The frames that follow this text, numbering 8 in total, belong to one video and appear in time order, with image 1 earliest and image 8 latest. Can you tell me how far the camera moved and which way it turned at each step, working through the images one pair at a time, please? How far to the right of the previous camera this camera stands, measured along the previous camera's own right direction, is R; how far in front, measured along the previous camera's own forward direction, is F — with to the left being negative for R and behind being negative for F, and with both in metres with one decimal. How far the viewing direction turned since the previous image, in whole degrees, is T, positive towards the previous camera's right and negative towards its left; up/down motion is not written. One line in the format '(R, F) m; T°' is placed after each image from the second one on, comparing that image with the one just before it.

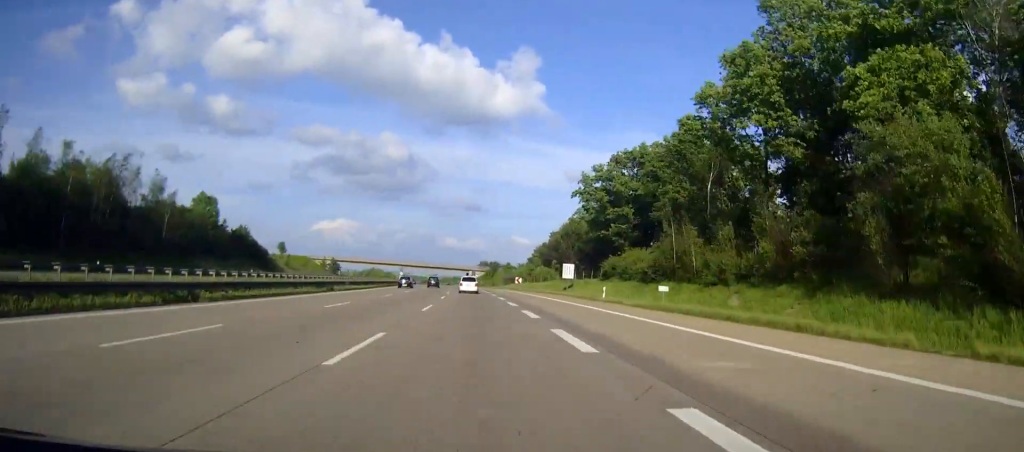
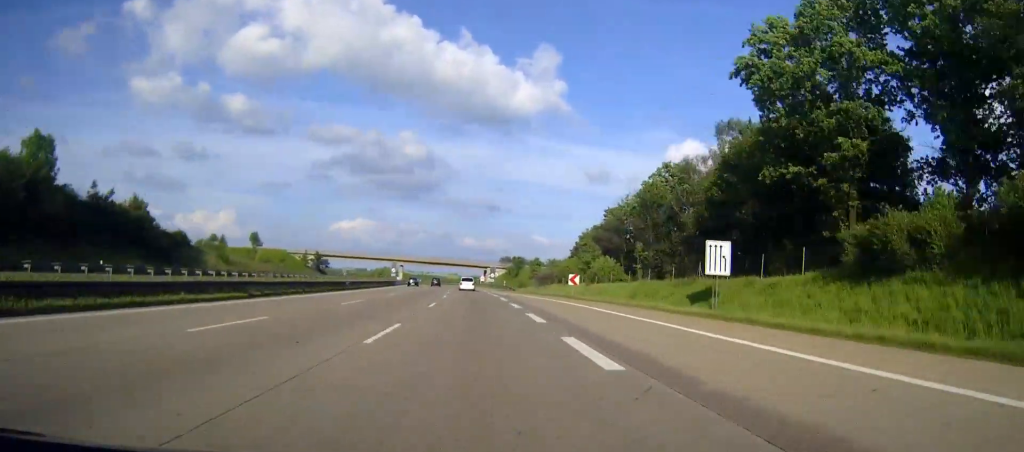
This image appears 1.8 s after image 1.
(-1.0, +50.1) m; -1°
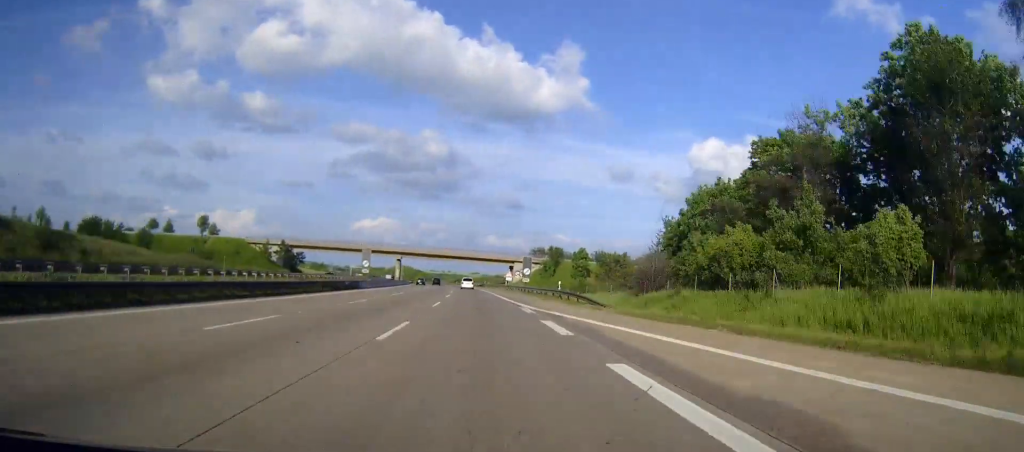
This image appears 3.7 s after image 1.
(-0.7, +52.9) m; -1°
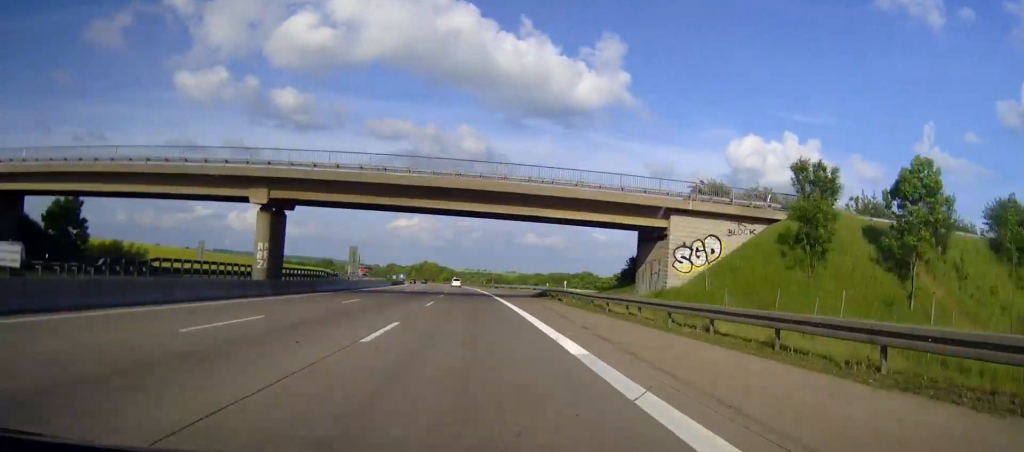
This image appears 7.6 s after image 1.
(-2.8, +108.4) m; -3°
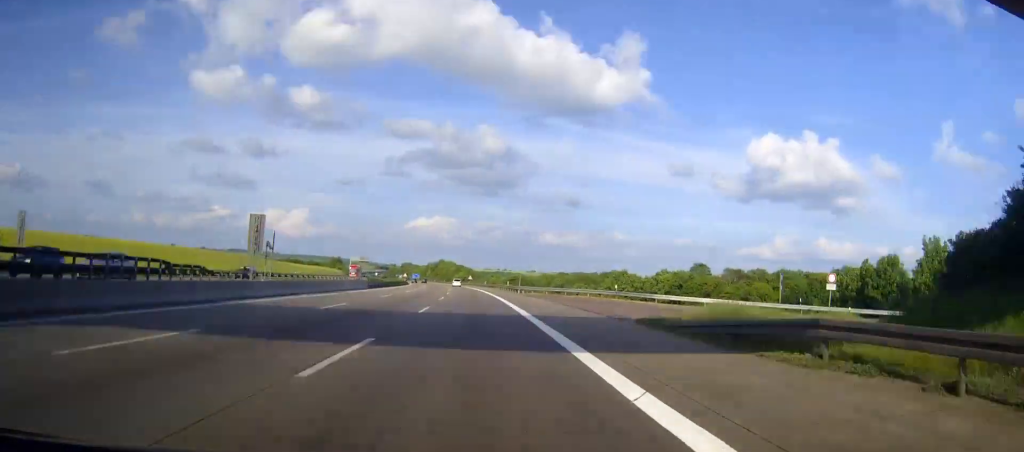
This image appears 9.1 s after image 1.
(-0.3, +41.7) m; -1°
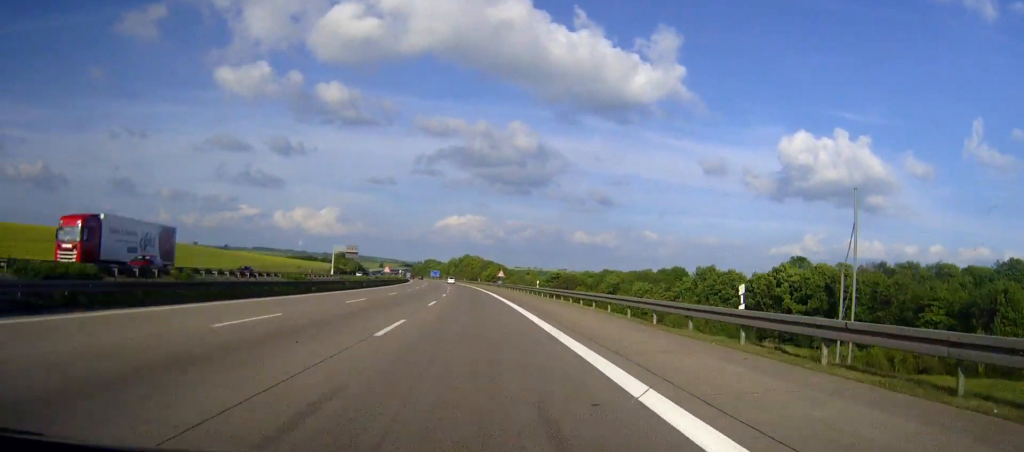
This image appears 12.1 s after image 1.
(-1.8, +83.3) m; -2°
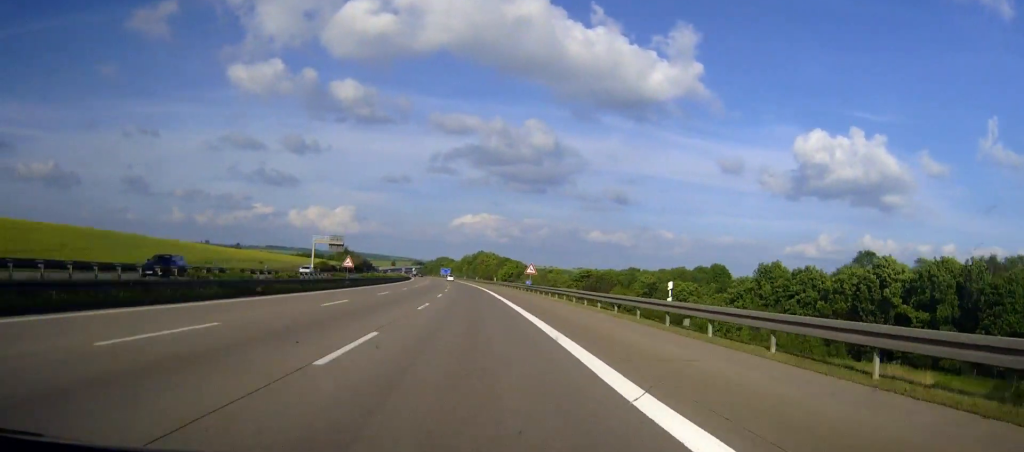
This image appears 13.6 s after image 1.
(-0.6, +41.6) m; -1°
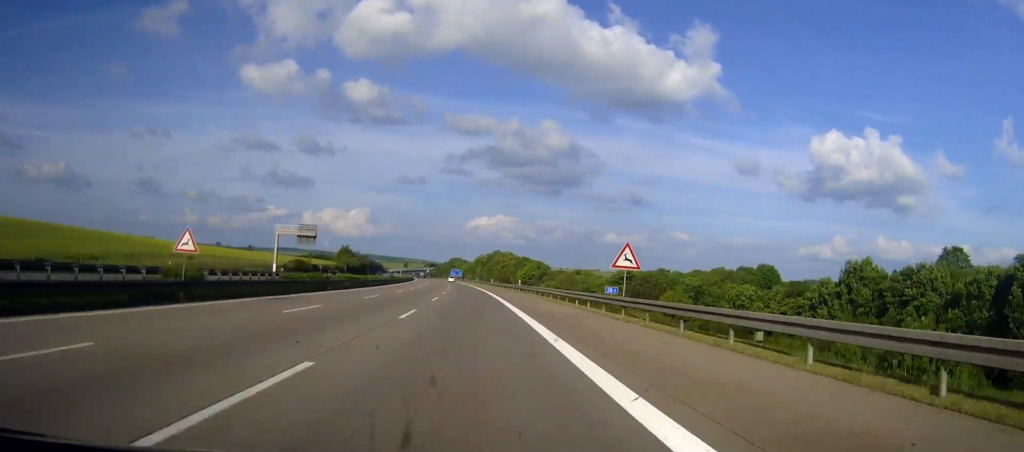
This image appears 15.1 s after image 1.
(-0.2, +41.6) m; -1°
